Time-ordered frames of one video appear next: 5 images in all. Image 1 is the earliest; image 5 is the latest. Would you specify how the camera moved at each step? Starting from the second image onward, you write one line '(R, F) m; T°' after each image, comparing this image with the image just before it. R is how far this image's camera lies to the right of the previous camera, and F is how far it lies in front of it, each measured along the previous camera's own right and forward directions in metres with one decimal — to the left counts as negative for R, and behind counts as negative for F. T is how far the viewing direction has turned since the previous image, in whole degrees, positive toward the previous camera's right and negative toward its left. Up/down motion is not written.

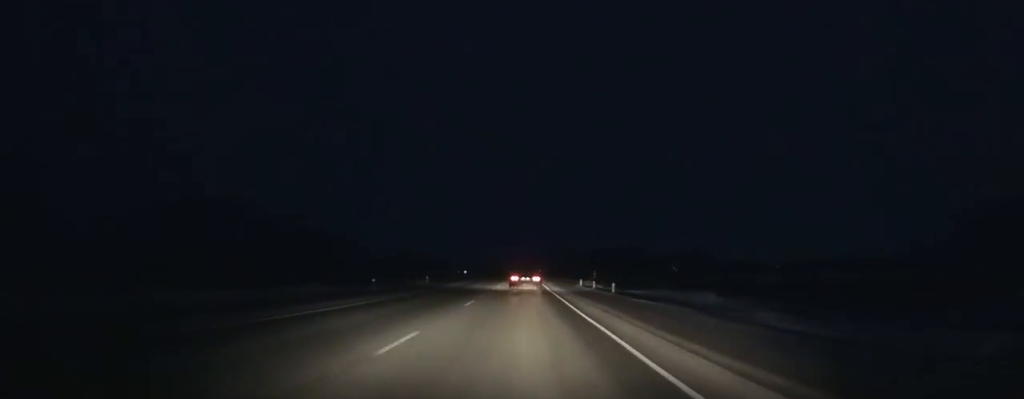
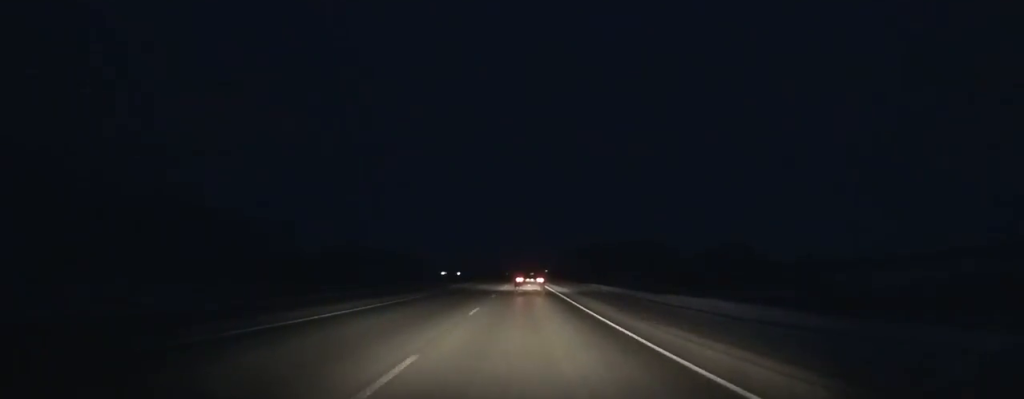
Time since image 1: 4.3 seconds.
(-0.4, +99.2) m; 0°
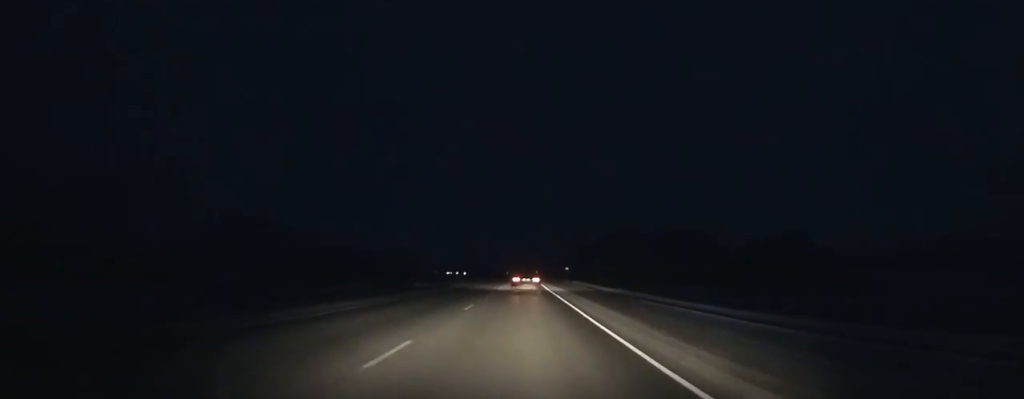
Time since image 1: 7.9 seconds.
(+0.2, +81.7) m; 0°
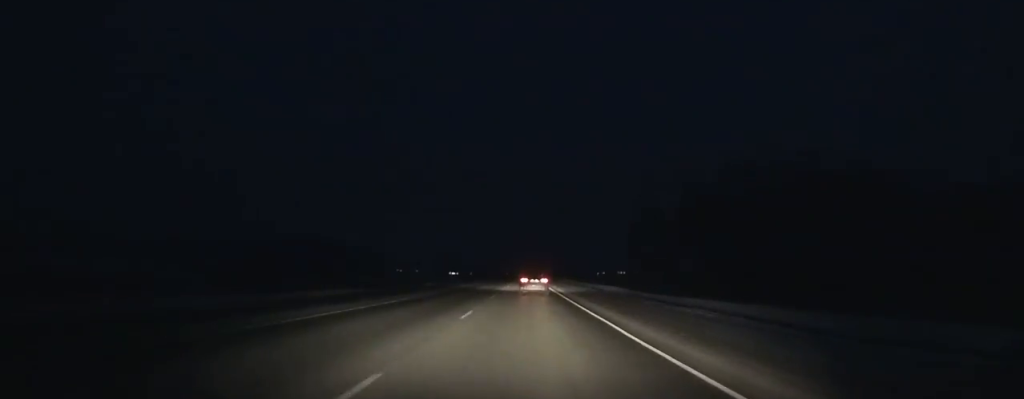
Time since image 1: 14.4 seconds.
(+0.4, +144.4) m; 0°
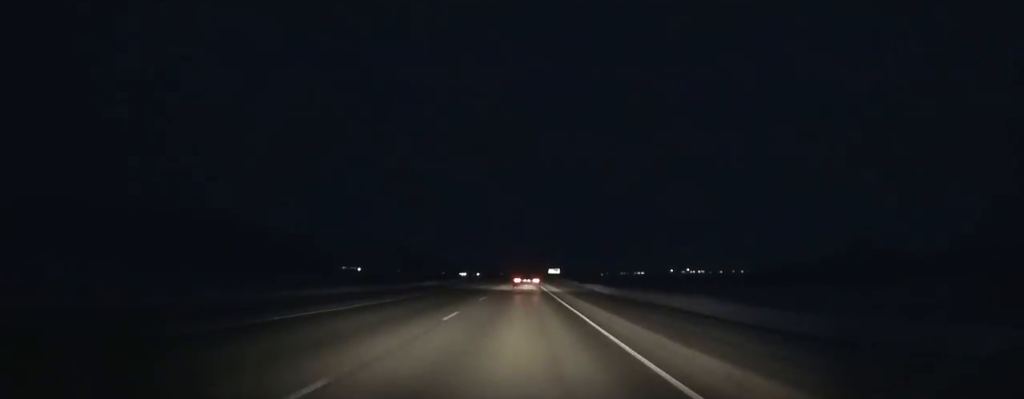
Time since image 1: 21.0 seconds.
(-0.1, +143.2) m; 0°
